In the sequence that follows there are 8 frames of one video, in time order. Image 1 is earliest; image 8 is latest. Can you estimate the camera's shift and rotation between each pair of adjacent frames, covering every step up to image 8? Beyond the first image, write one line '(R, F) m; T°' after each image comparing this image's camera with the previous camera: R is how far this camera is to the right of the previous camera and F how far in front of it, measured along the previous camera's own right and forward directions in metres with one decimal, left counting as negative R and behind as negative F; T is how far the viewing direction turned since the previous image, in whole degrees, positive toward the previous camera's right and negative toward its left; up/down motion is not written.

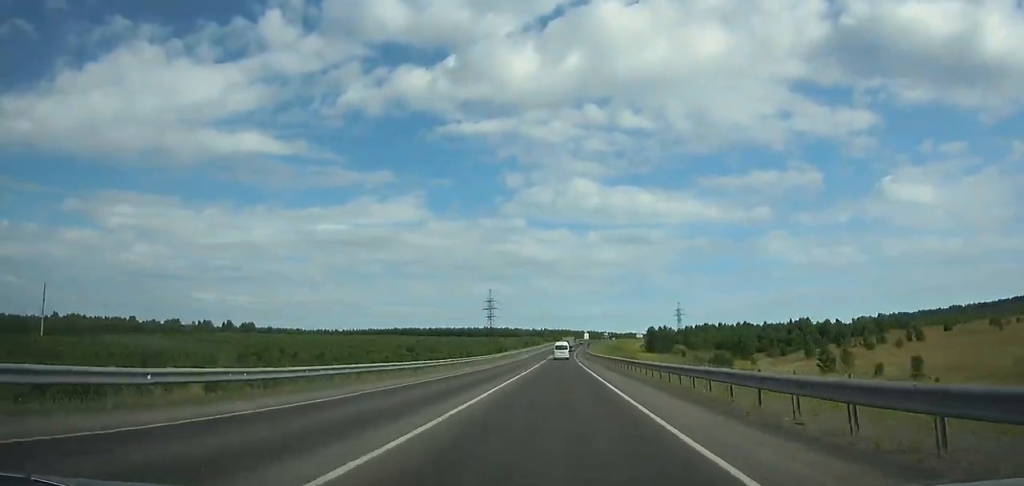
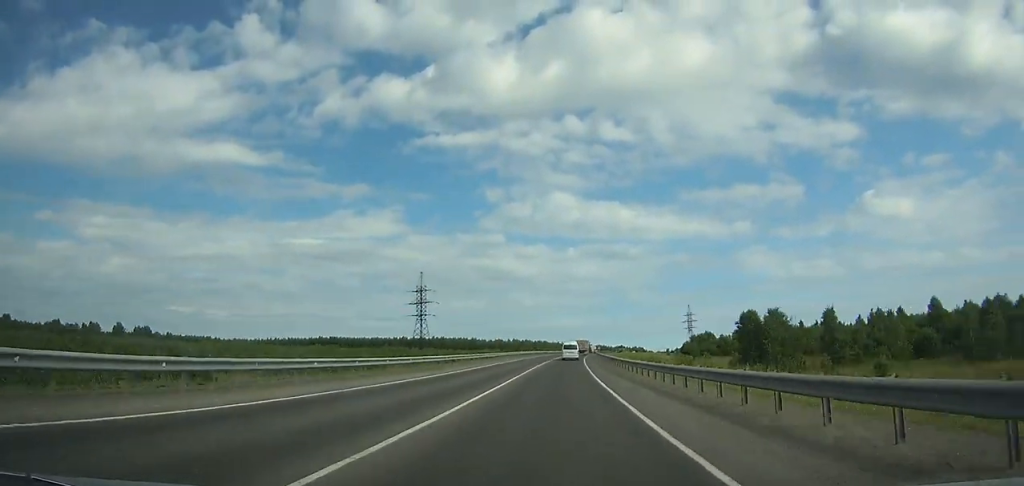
(+1.6, +115.5) m; +2°
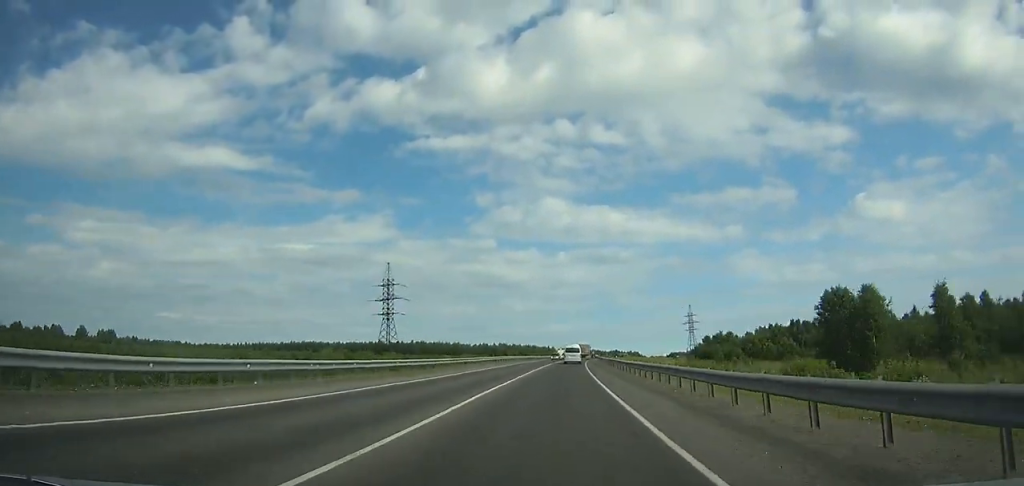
(+0.1, +28.4) m; +1°
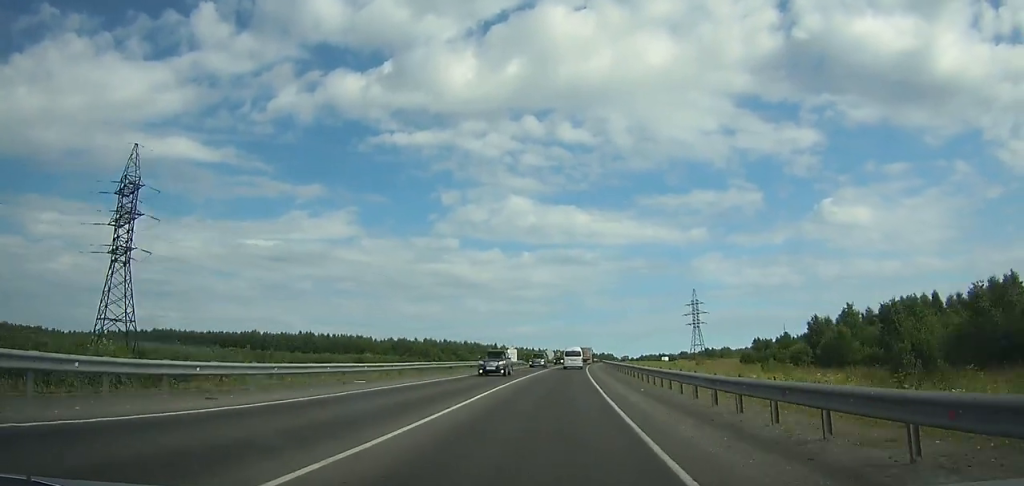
(+2.9, +96.0) m; +4°
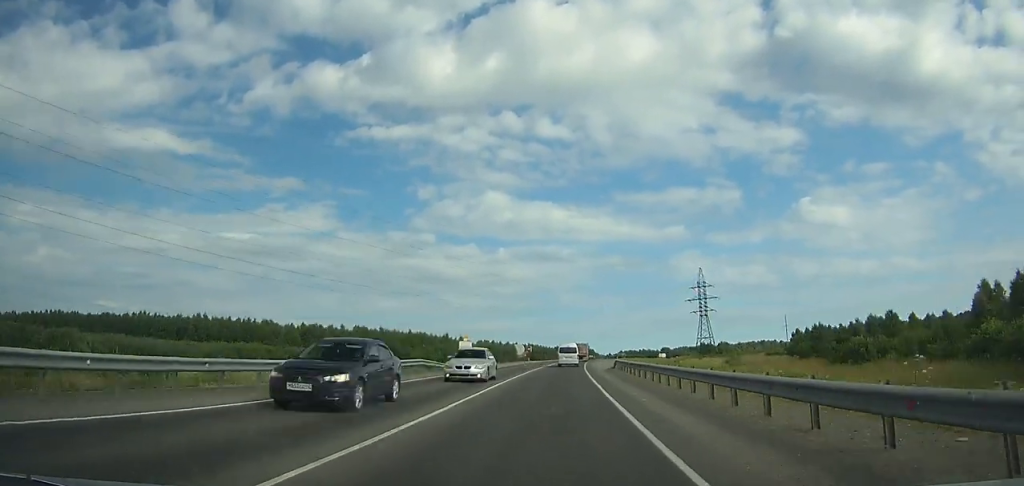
(+0.8, +50.7) m; +2°
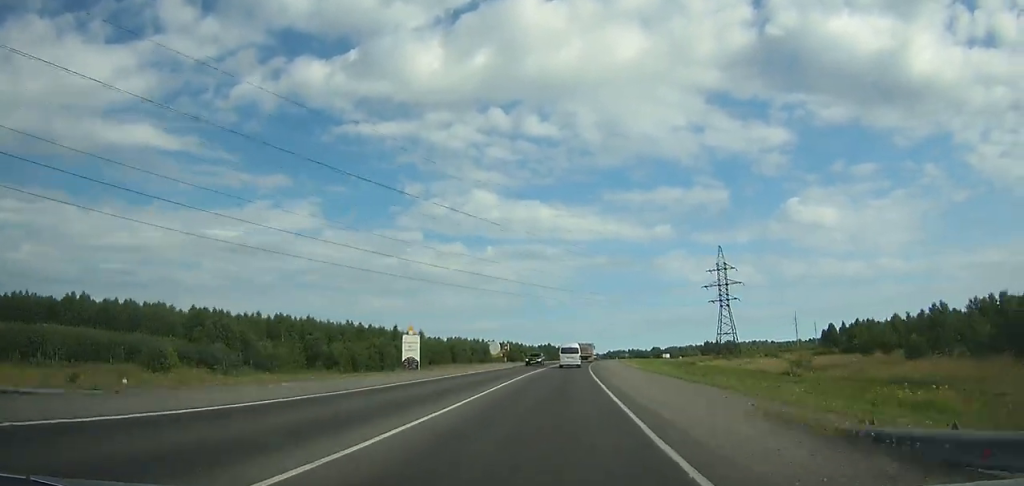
(+0.8, +40.7) m; +2°
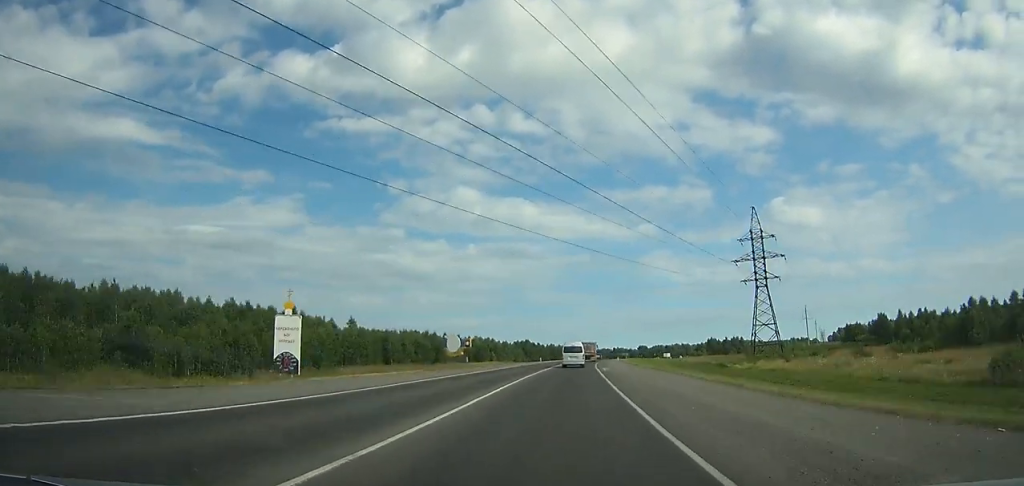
(+0.4, +42.6) m; +2°
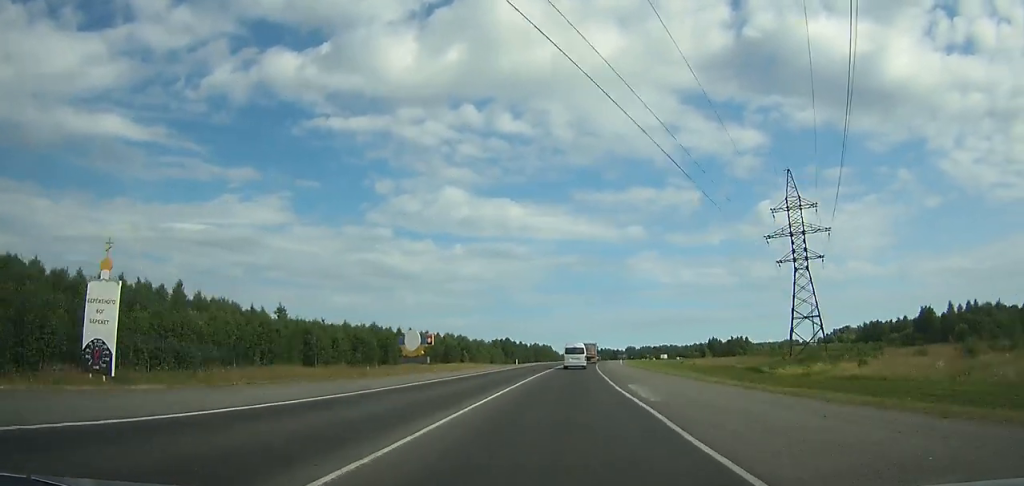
(+0.6, +26.4) m; +1°
